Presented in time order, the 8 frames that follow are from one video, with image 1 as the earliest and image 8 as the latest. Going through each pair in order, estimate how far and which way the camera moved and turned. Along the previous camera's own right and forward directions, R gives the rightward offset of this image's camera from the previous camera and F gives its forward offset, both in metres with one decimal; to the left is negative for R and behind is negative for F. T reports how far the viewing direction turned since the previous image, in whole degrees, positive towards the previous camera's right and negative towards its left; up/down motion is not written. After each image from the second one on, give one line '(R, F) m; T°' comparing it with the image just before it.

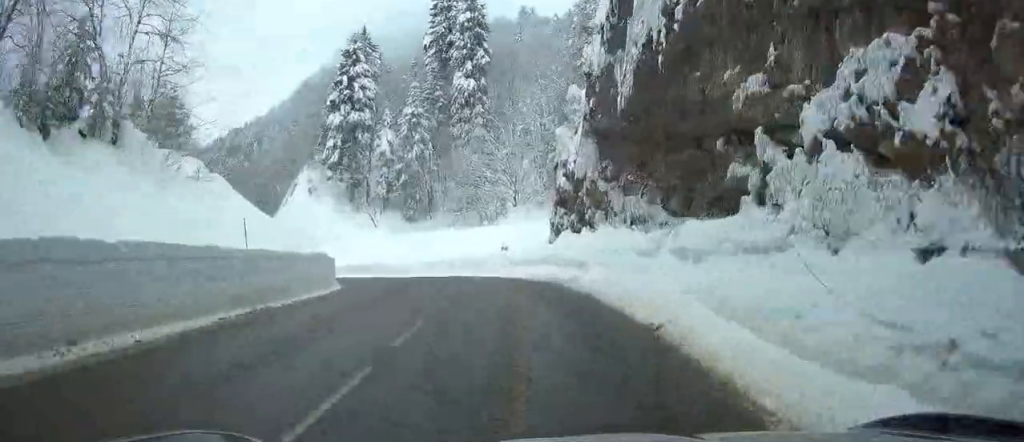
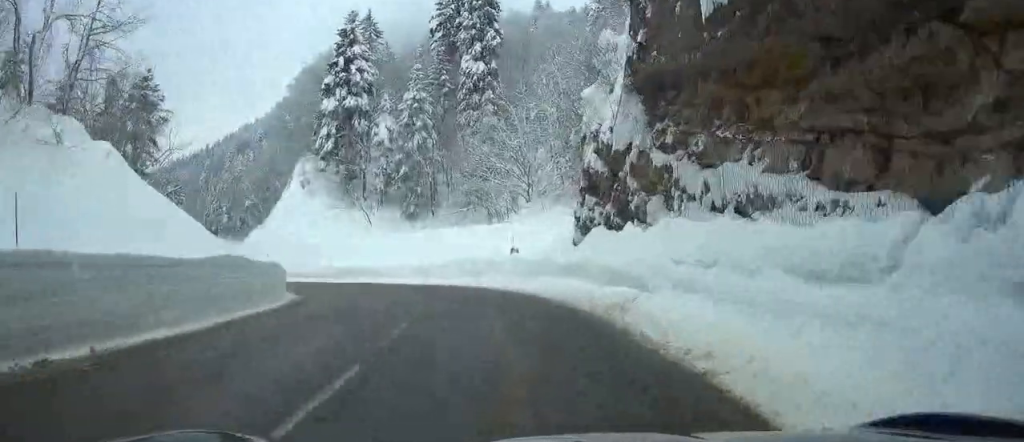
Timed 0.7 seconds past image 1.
(-0.1, +8.8) m; -1°
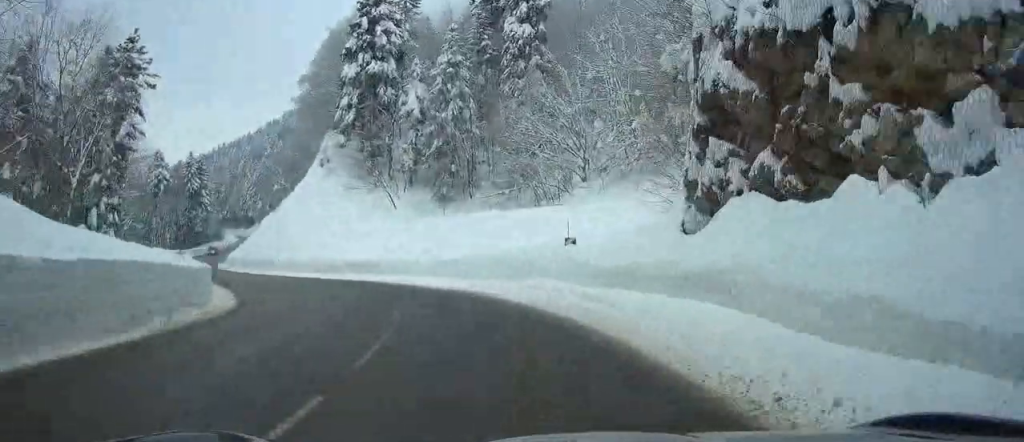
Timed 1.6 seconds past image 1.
(0.0, +10.2) m; 0°
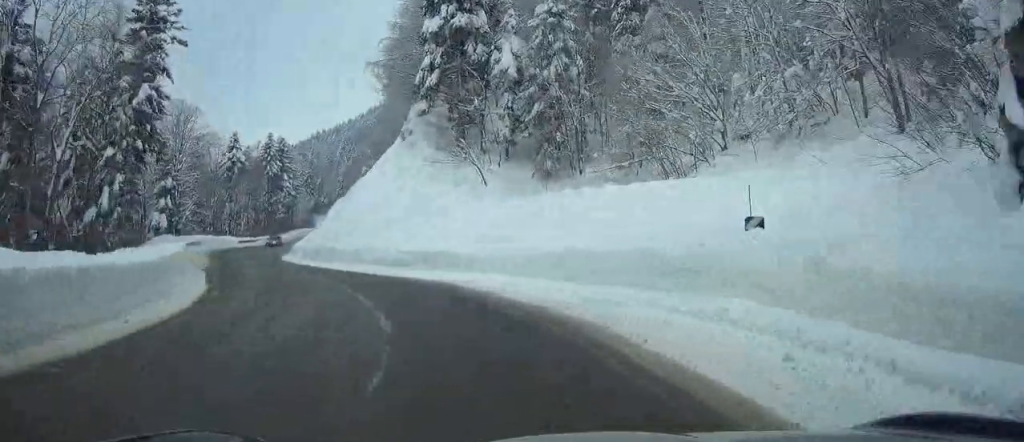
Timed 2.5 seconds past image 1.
(+0.1, +10.9) m; -7°
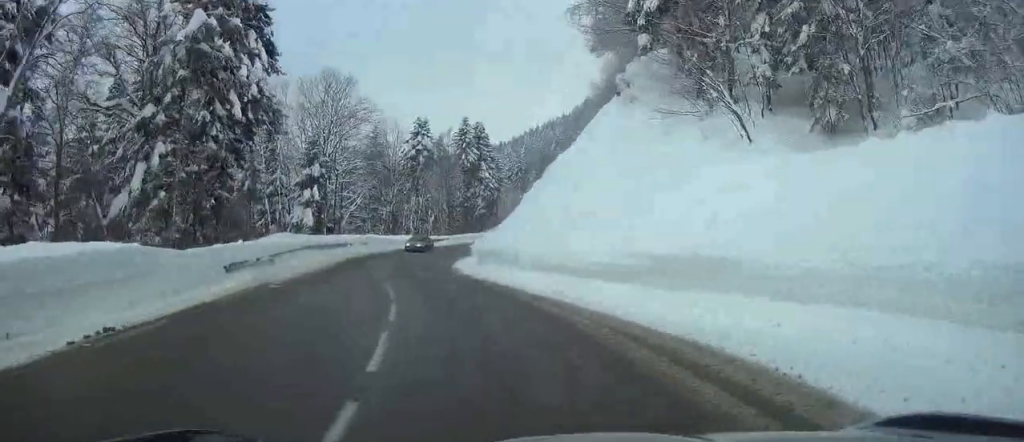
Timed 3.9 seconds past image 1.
(-2.9, +15.6) m; -17°
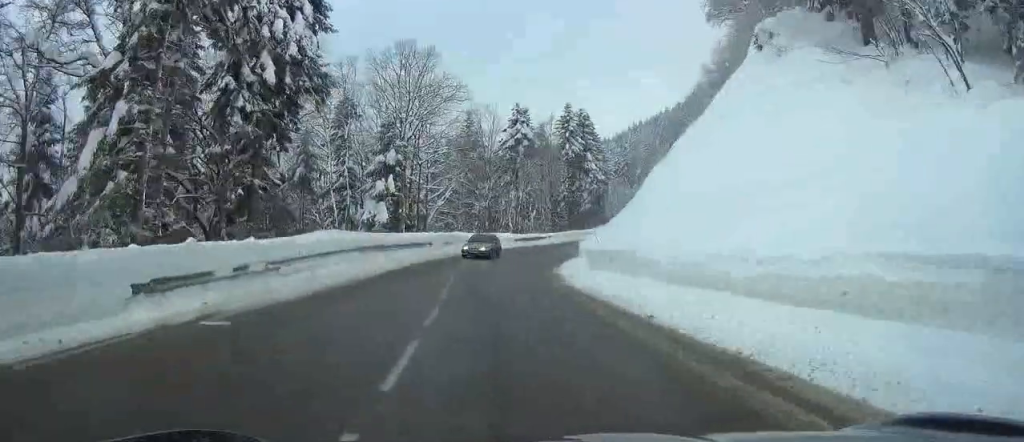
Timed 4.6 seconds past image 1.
(-0.5, +9.3) m; -7°
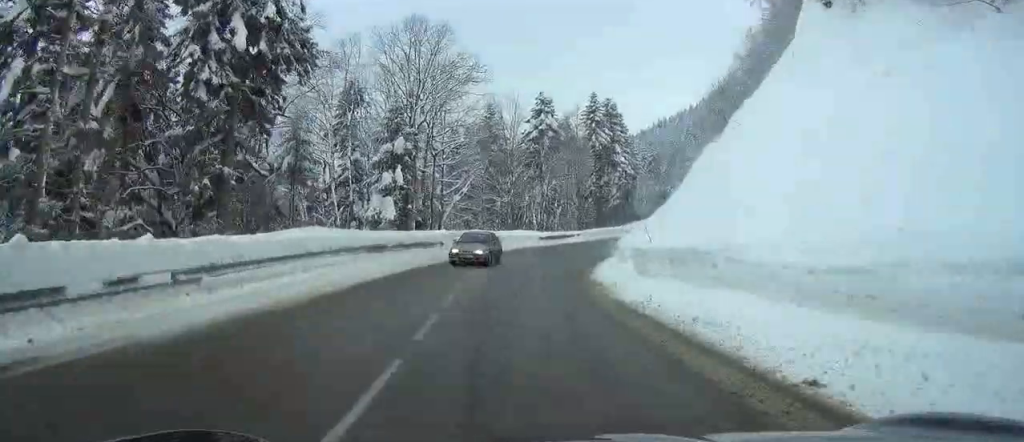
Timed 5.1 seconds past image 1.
(-0.5, +6.6) m; -2°
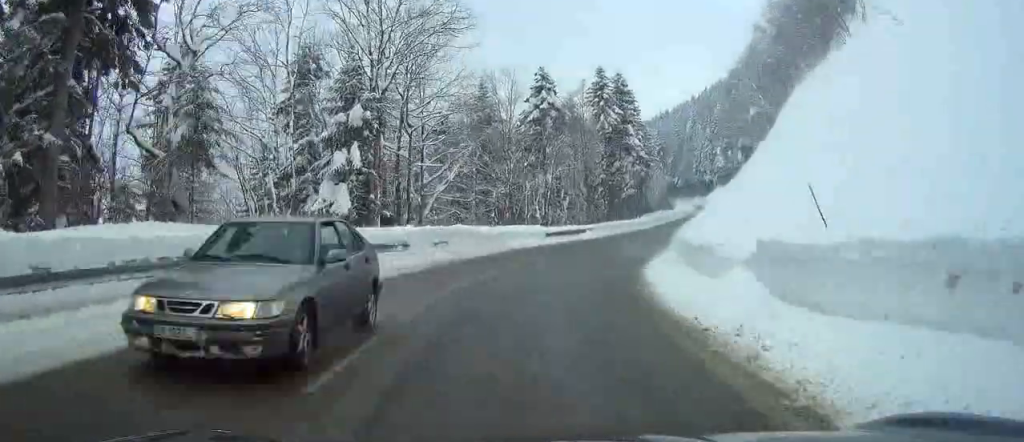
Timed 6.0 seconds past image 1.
(-0.3, +11.3) m; -1°
